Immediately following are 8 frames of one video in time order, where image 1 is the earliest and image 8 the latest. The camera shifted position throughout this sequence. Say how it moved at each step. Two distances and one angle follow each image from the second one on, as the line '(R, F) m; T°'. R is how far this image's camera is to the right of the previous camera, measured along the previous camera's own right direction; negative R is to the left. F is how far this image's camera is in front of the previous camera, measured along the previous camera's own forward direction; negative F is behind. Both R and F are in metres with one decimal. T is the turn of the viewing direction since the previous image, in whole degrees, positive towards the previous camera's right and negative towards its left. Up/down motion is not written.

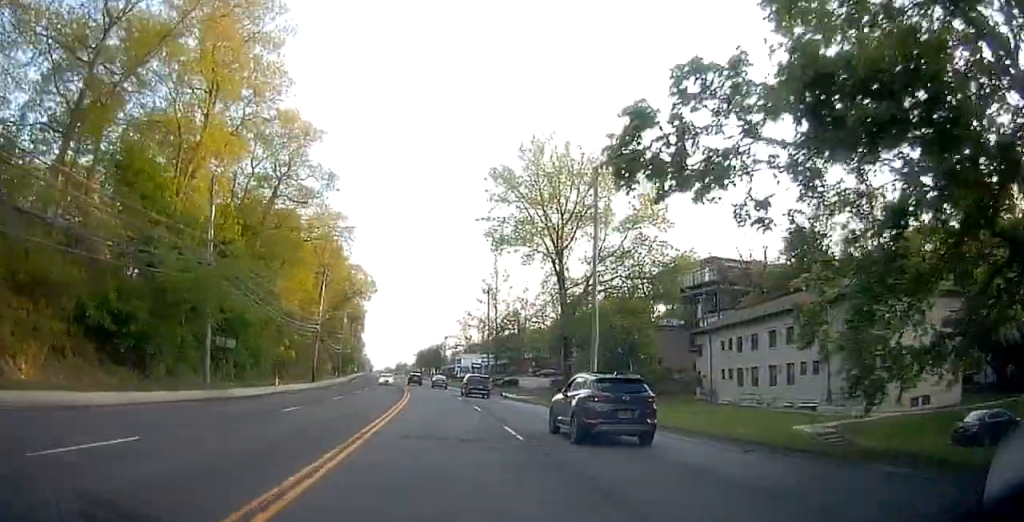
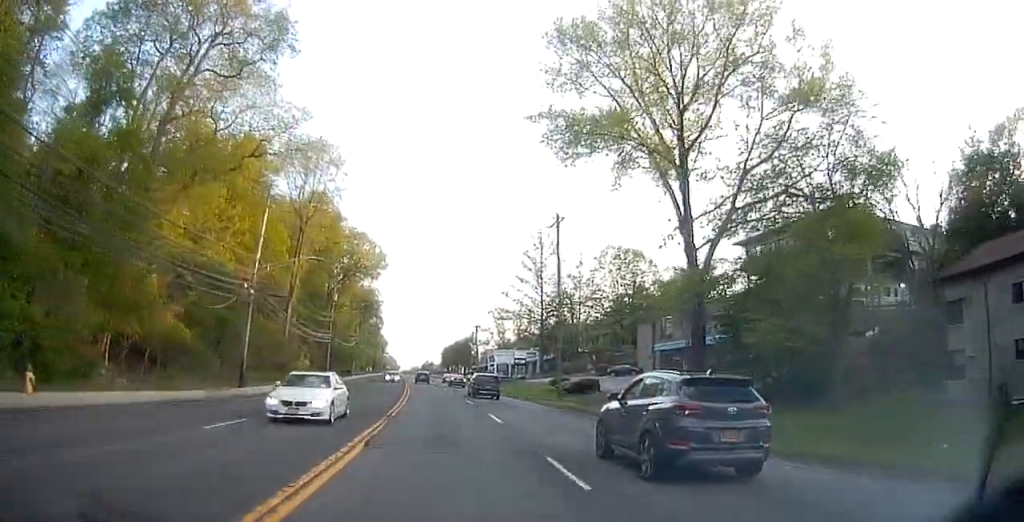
(-1.3, +31.8) m; -4°
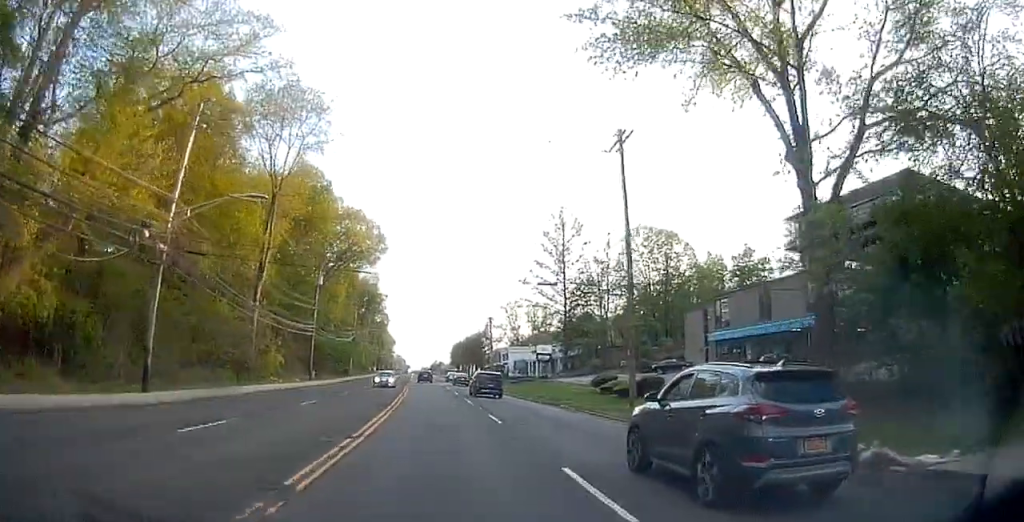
(-0.1, +14.0) m; -1°
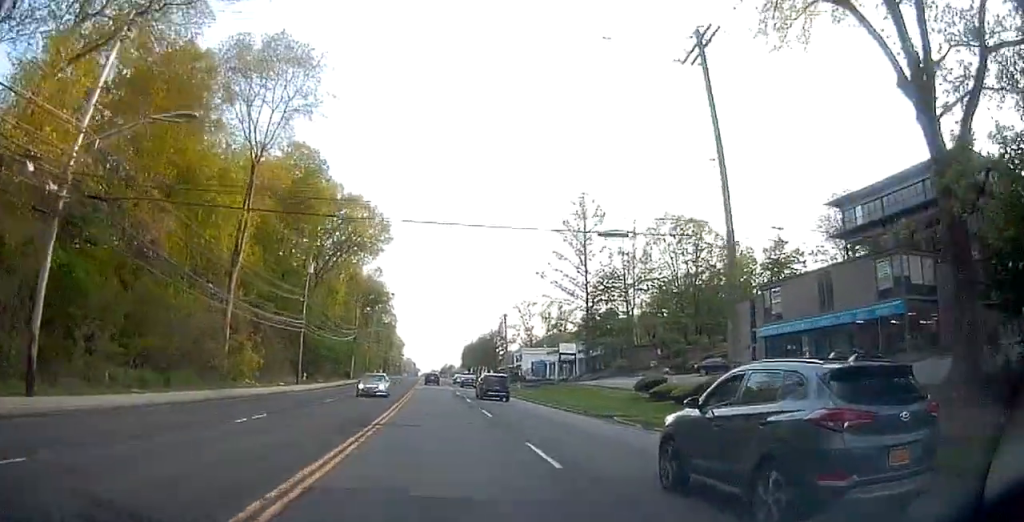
(0.0, +8.8) m; 0°
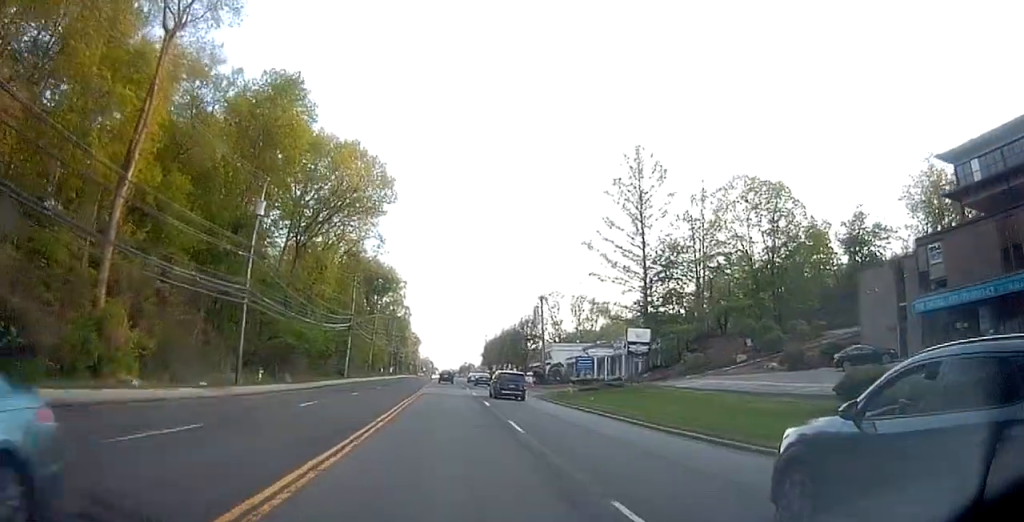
(0.0, +19.6) m; 0°
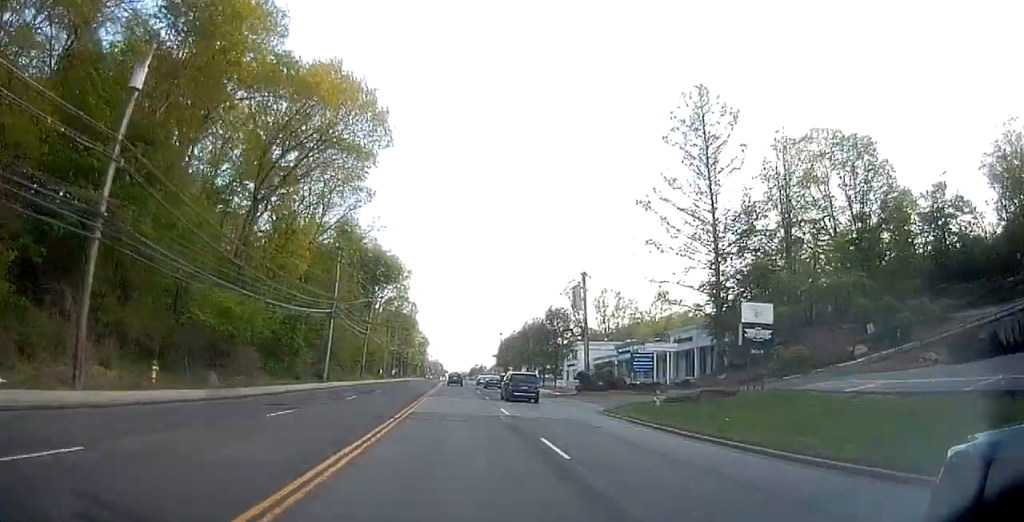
(0.0, +17.3) m; -1°
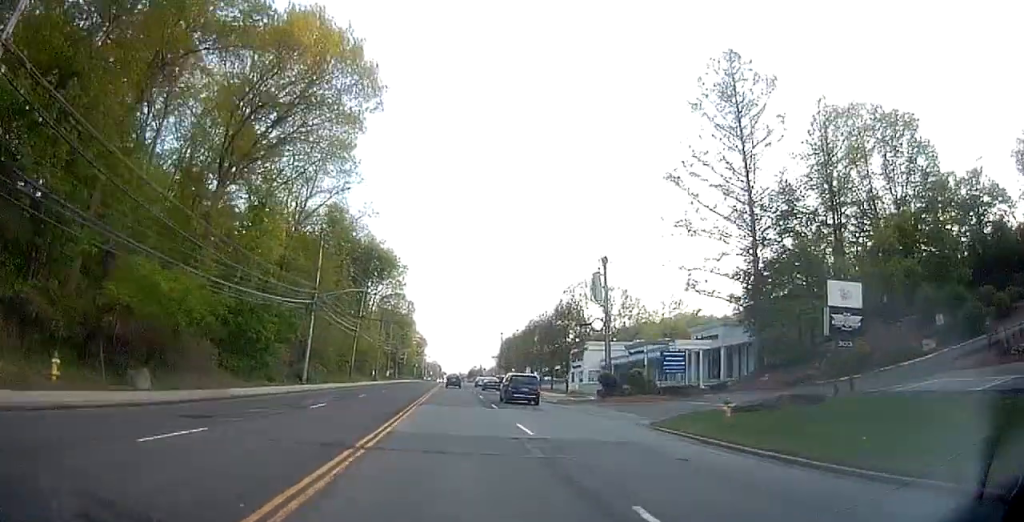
(-0.2, +7.6) m; -1°
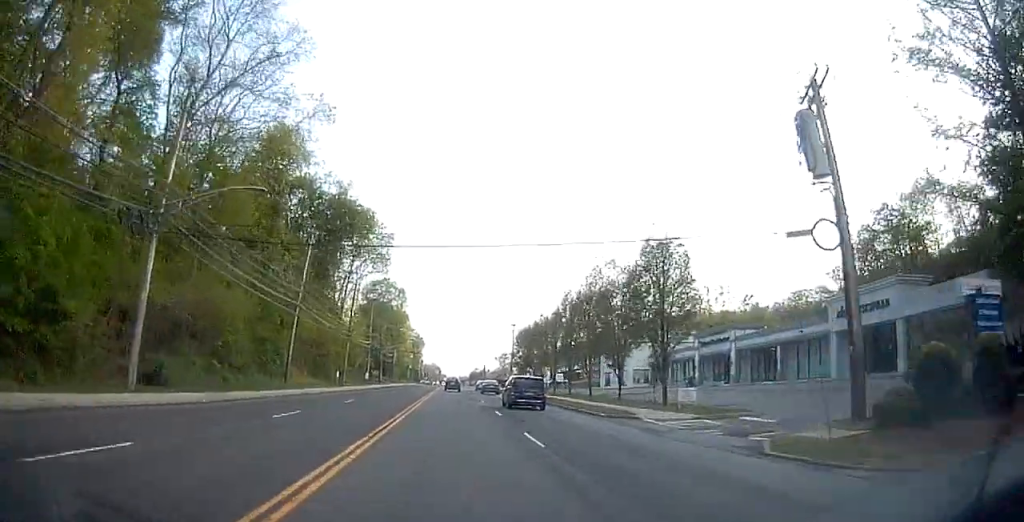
(-0.5, +28.4) m; 0°
